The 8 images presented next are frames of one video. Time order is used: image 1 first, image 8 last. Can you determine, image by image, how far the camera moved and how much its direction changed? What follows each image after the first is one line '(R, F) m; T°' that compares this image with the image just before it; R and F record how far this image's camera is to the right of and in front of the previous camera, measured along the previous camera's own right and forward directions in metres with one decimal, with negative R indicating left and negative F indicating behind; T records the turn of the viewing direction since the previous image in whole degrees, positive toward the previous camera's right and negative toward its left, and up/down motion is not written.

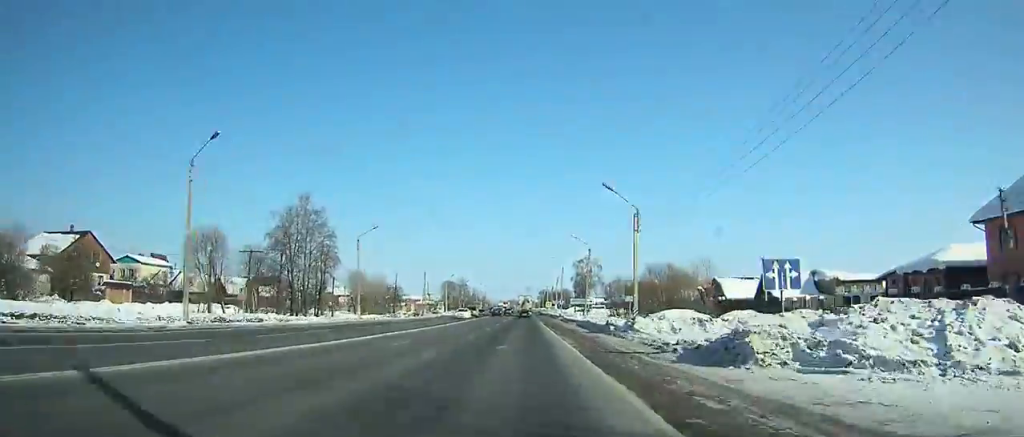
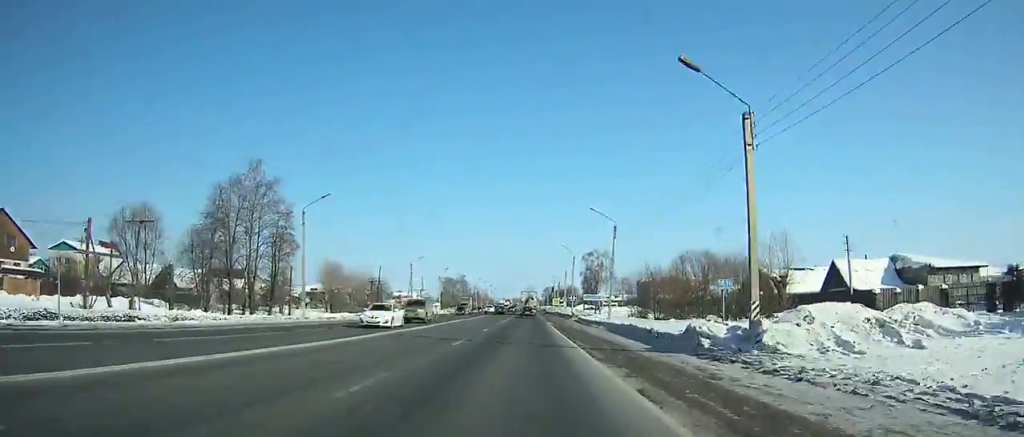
(0.0, +18.5) m; 0°
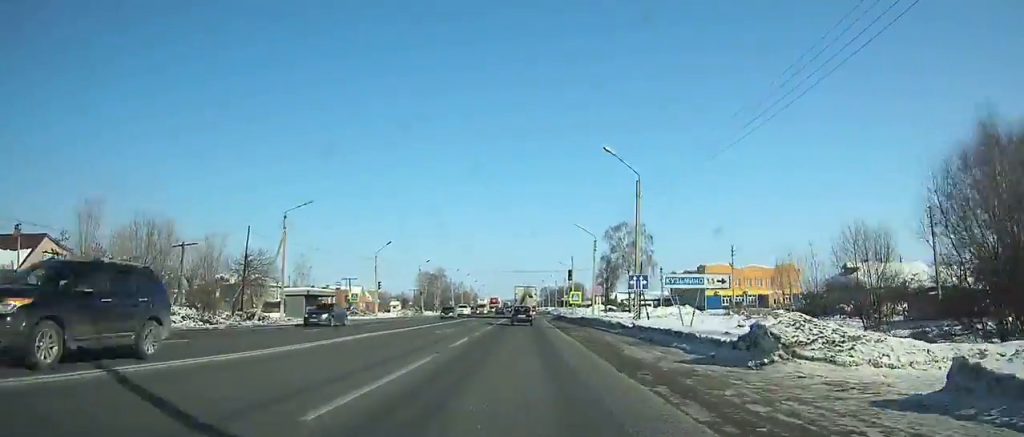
(-0.2, +55.7) m; 0°
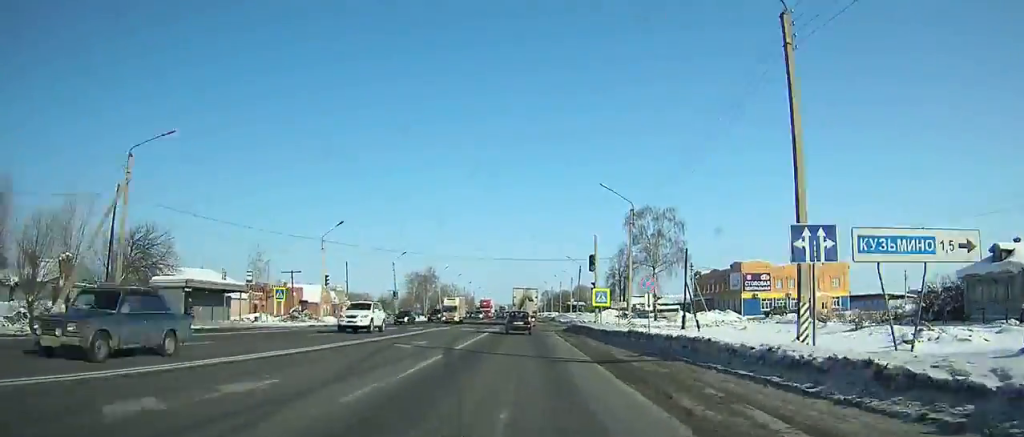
(+0.1, +21.5) m; 0°
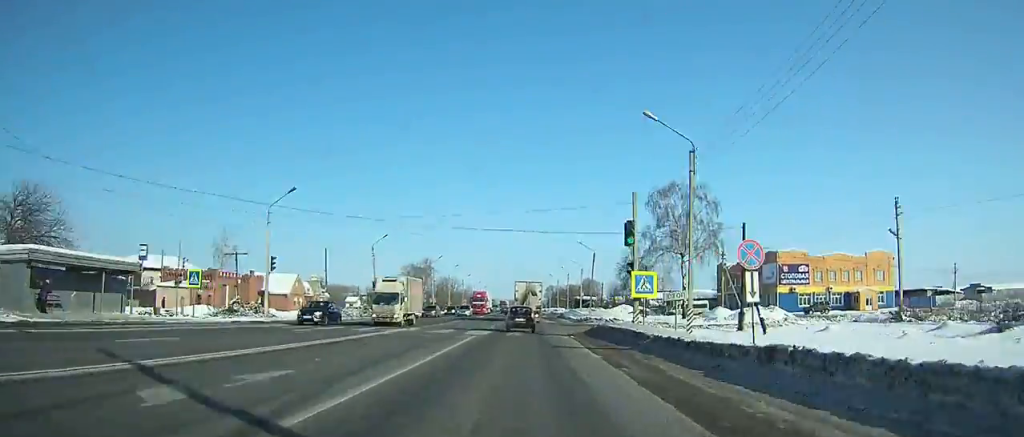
(+0.2, +14.0) m; 0°
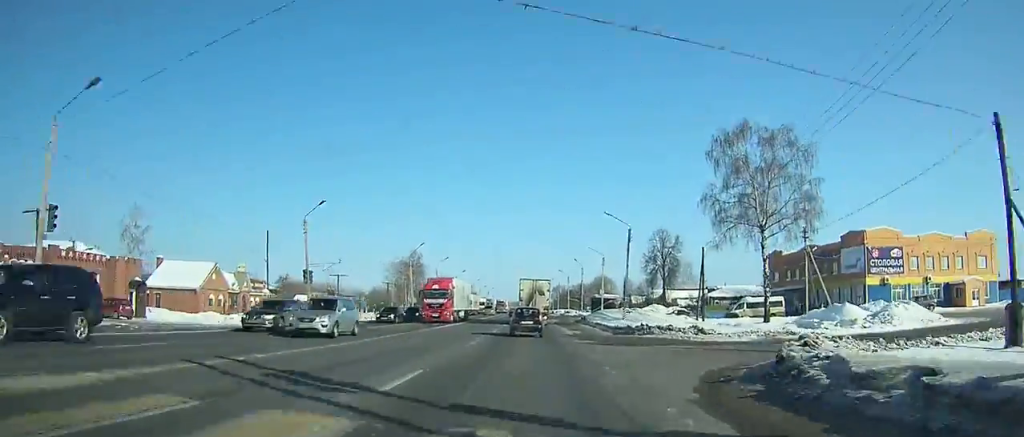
(-0.3, +24.4) m; 0°
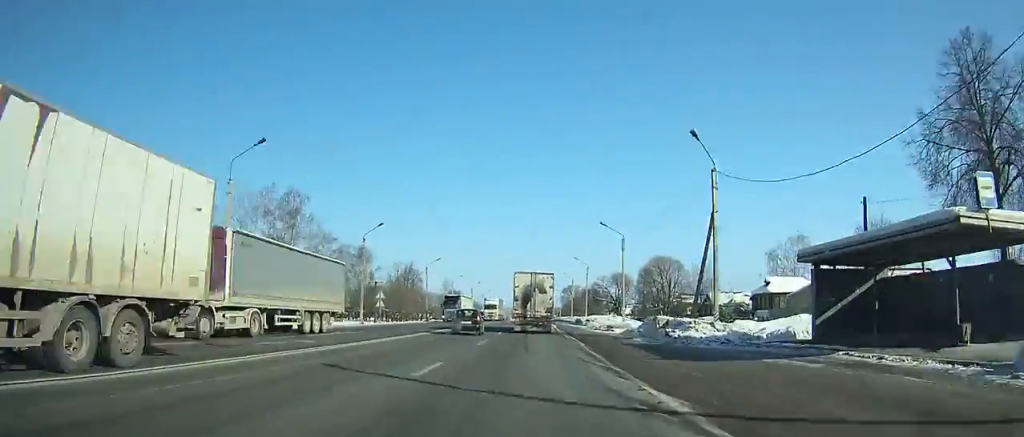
(-0.5, +85.5) m; -1°
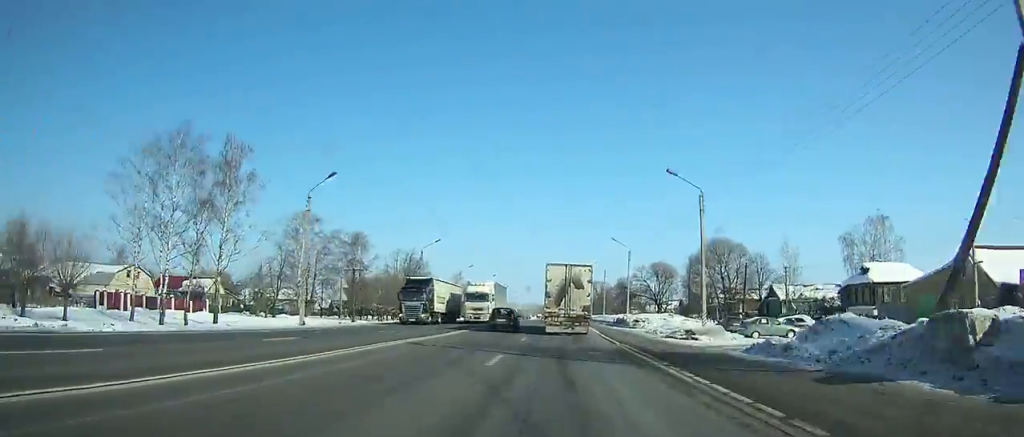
(+0.1, +21.0) m; 0°
